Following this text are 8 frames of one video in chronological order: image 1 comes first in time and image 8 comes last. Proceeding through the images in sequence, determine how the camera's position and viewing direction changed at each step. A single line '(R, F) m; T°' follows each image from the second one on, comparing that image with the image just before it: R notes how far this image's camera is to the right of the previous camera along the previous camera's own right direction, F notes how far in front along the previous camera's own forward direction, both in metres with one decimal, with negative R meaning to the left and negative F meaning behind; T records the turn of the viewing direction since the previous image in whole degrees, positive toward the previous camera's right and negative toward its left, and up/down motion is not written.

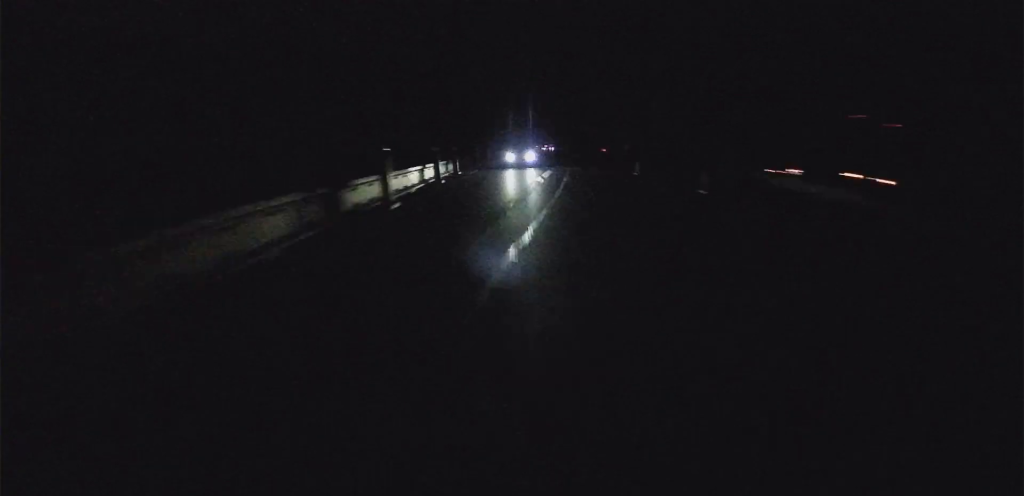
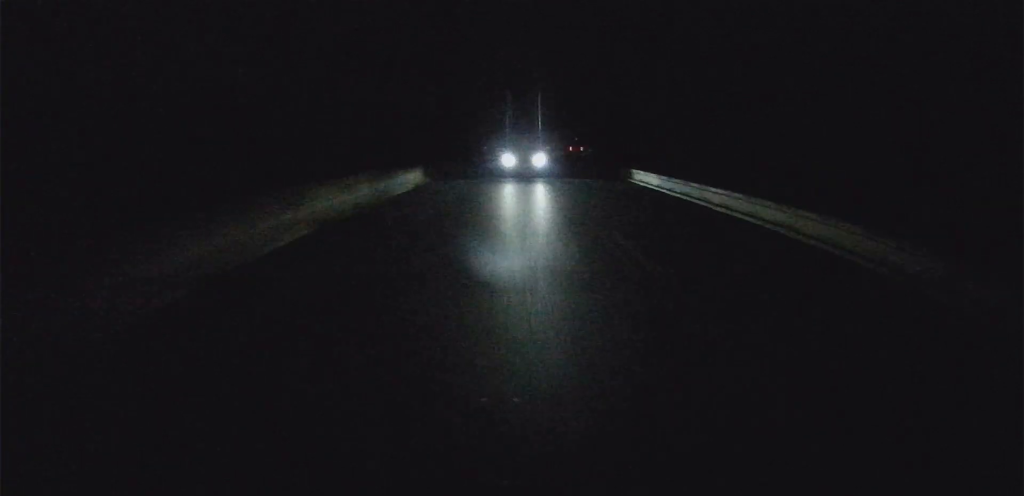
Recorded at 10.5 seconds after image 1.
(0.0, +205.7) m; -2°
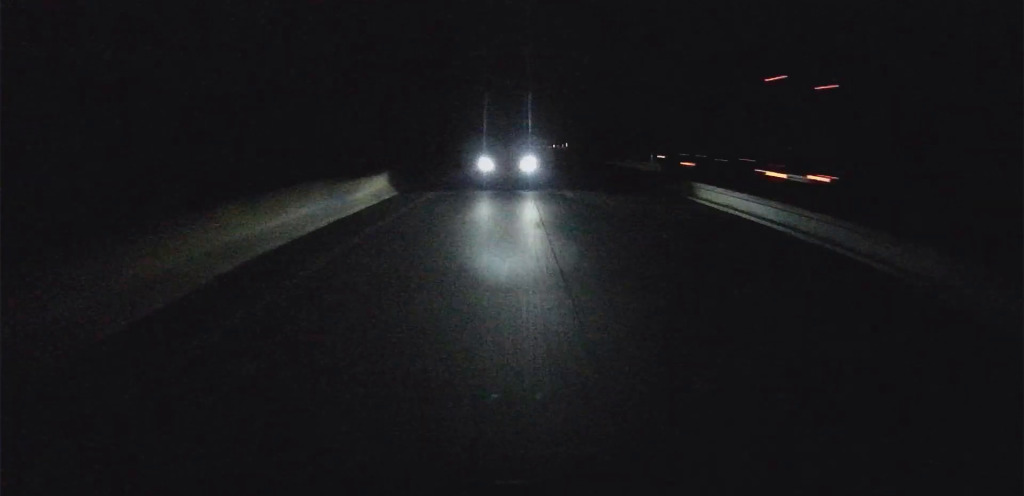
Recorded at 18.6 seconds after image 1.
(-1.4, +150.4) m; -3°
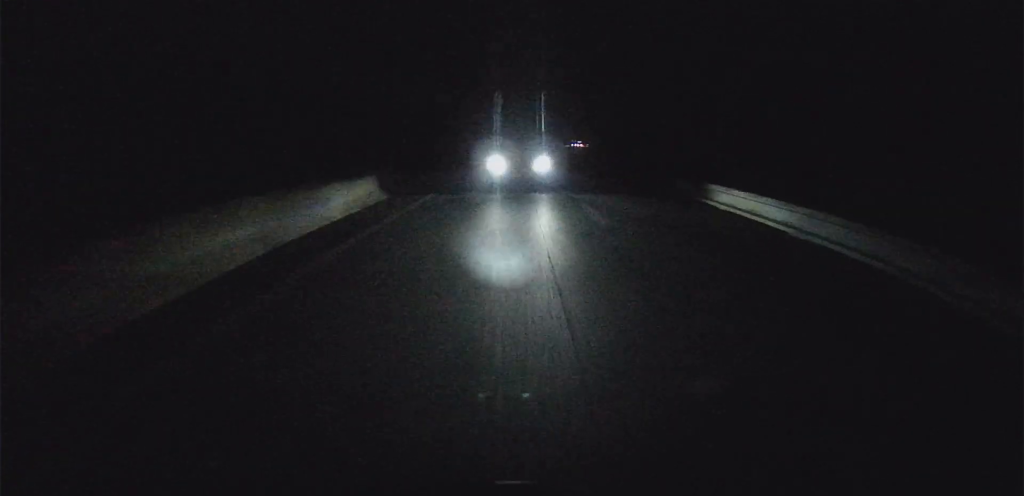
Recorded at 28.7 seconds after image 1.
(-6.4, +181.0) m; -5°
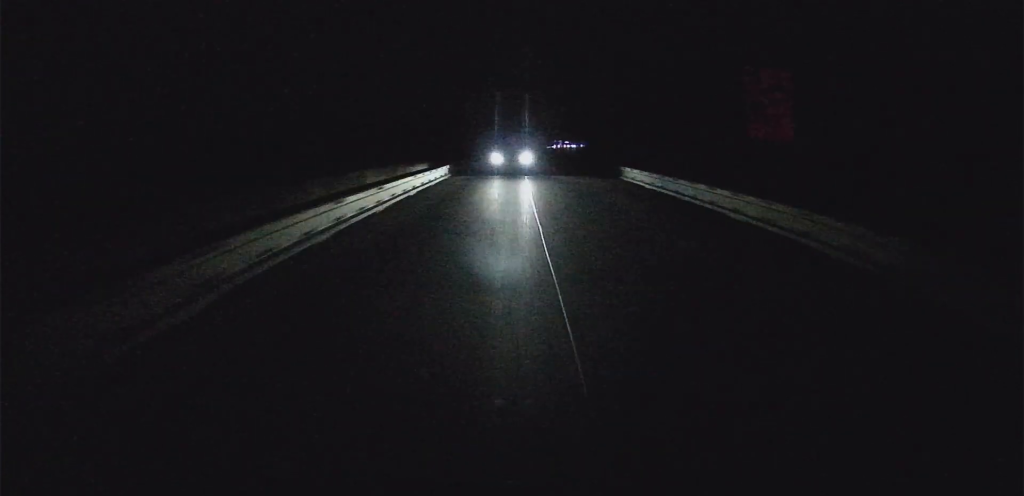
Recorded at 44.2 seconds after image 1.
(-19.7, +249.9) m; -6°
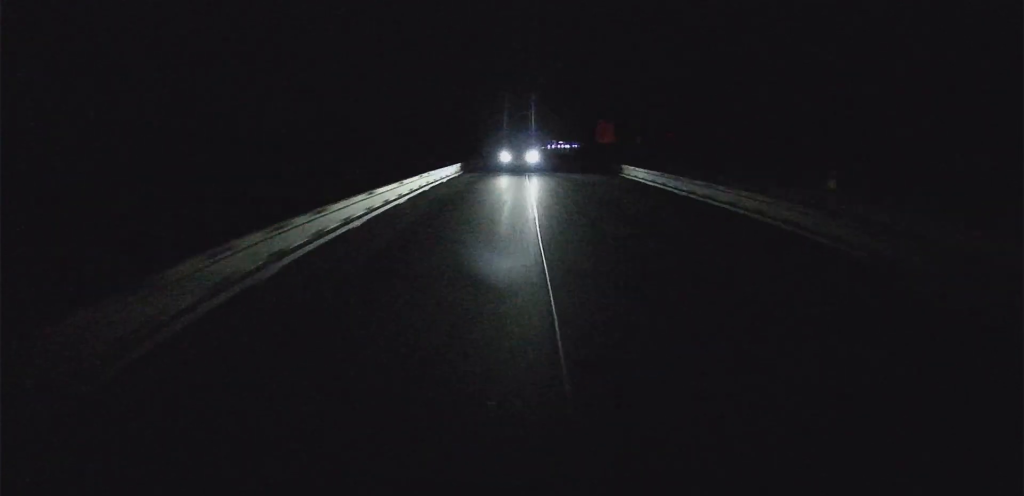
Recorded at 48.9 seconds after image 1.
(-1.2, +92.6) m; -1°
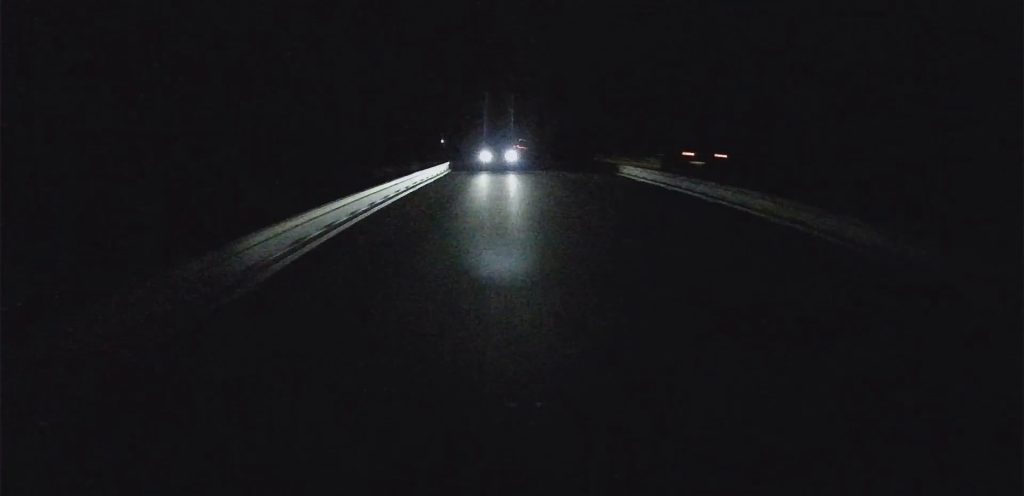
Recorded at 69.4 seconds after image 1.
(+15.4, +374.6) m; +11°
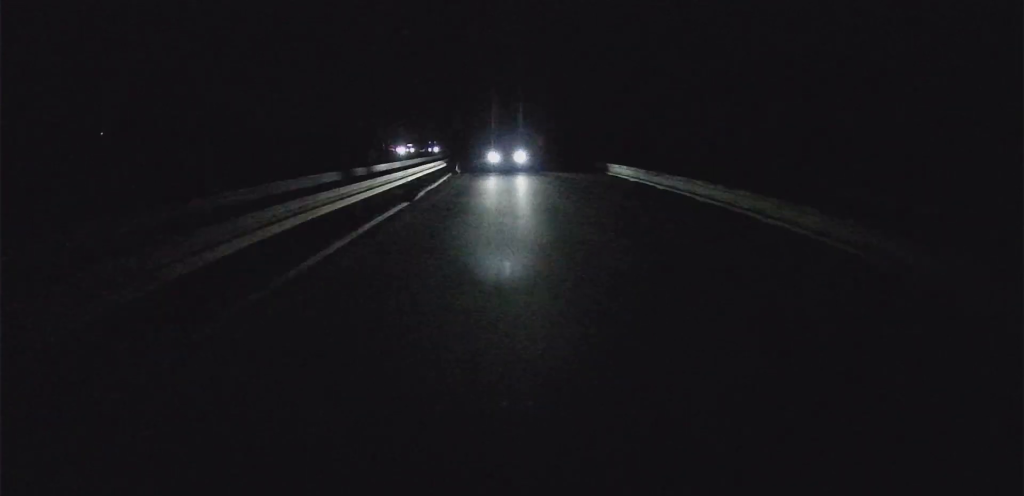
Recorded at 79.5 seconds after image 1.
(+19.7, +190.7) m; +13°
